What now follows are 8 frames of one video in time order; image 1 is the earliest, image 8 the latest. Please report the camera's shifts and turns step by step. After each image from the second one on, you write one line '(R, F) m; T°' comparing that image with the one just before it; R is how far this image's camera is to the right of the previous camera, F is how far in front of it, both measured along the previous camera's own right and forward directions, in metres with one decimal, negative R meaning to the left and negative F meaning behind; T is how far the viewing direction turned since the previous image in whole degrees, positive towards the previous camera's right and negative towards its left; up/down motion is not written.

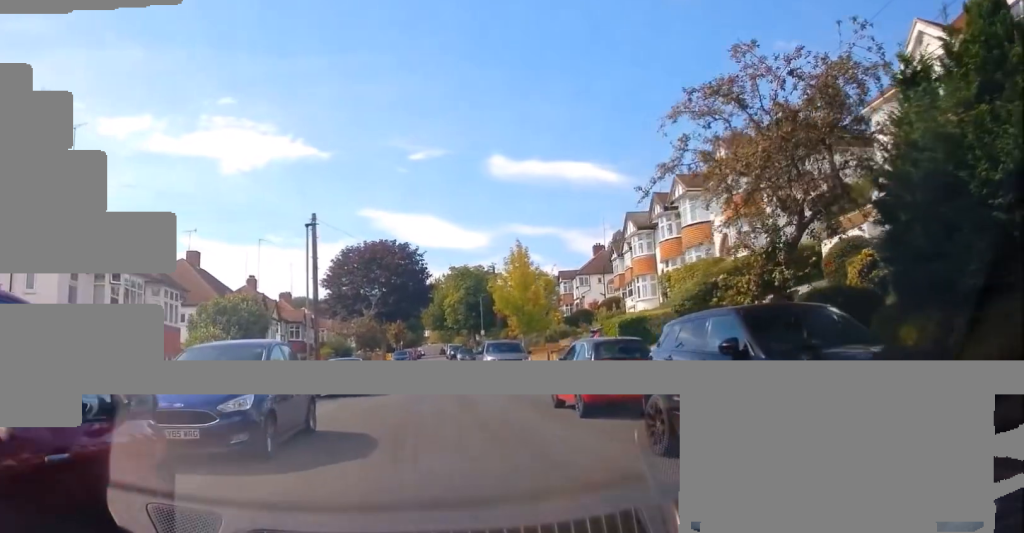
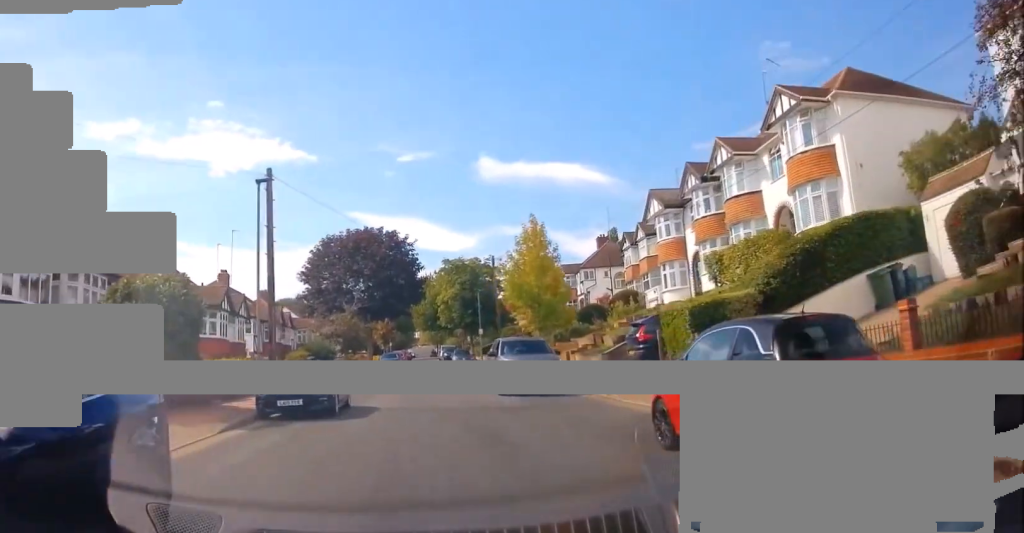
(-0.1, +6.7) m; +5°
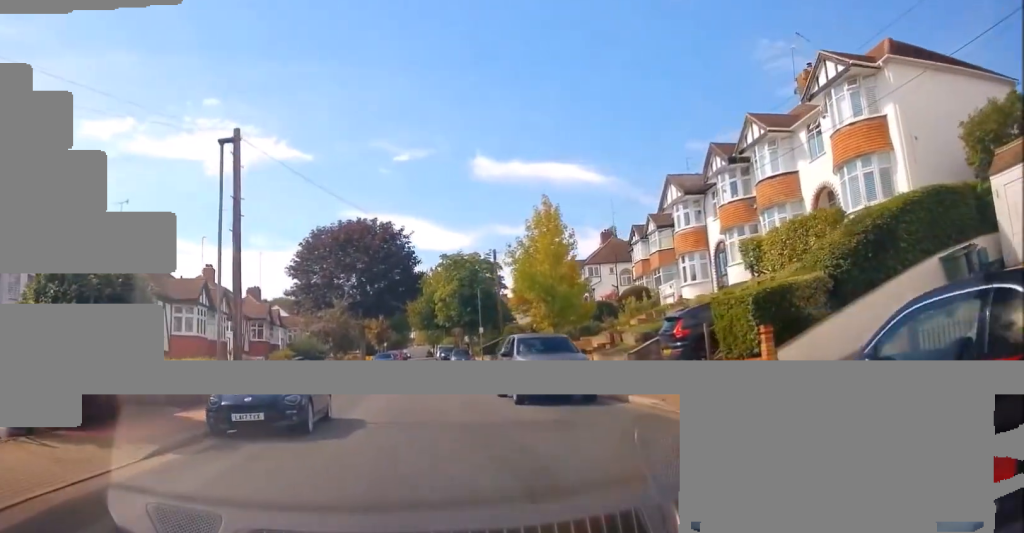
(+0.3, +3.3) m; +1°
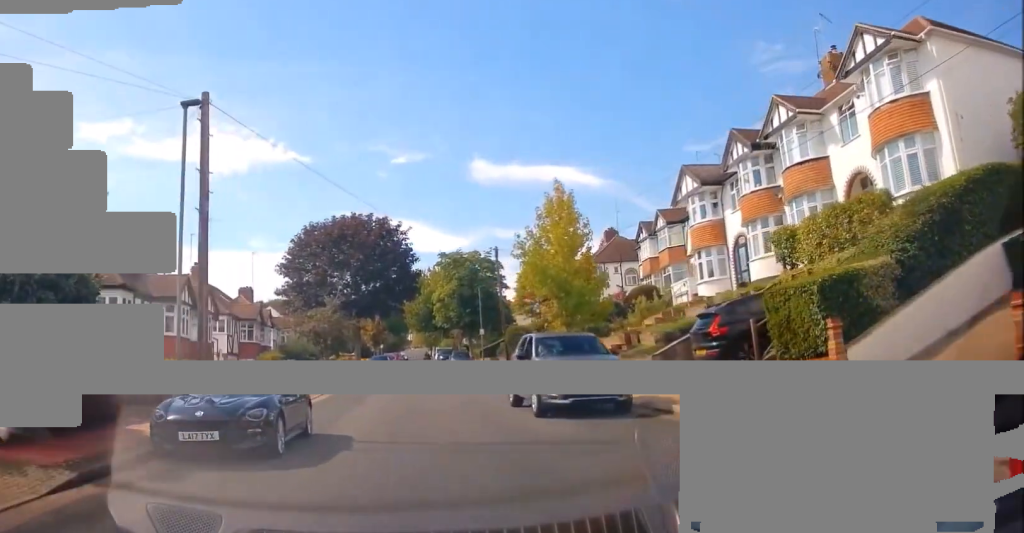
(+0.3, +2.5) m; 0°
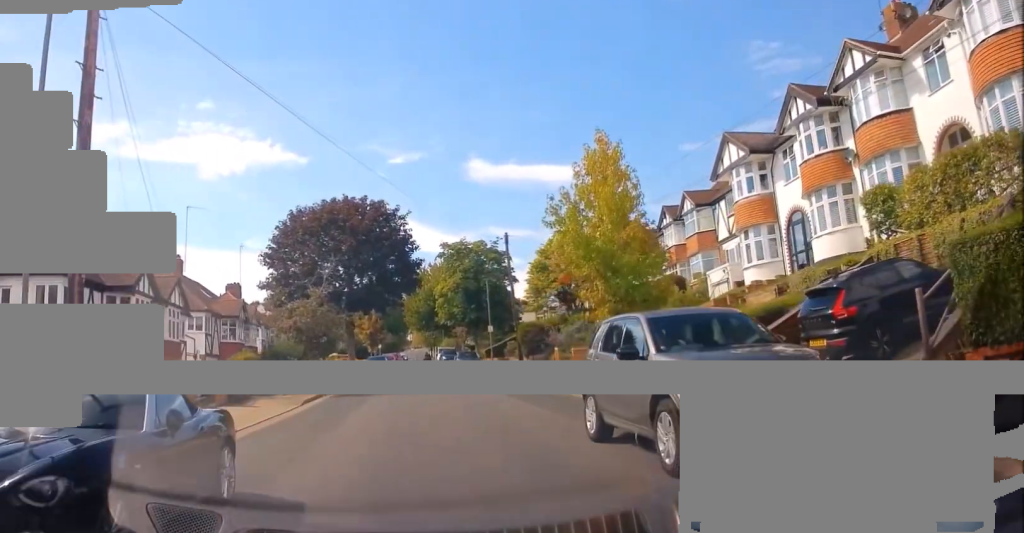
(-0.5, +5.0) m; -1°
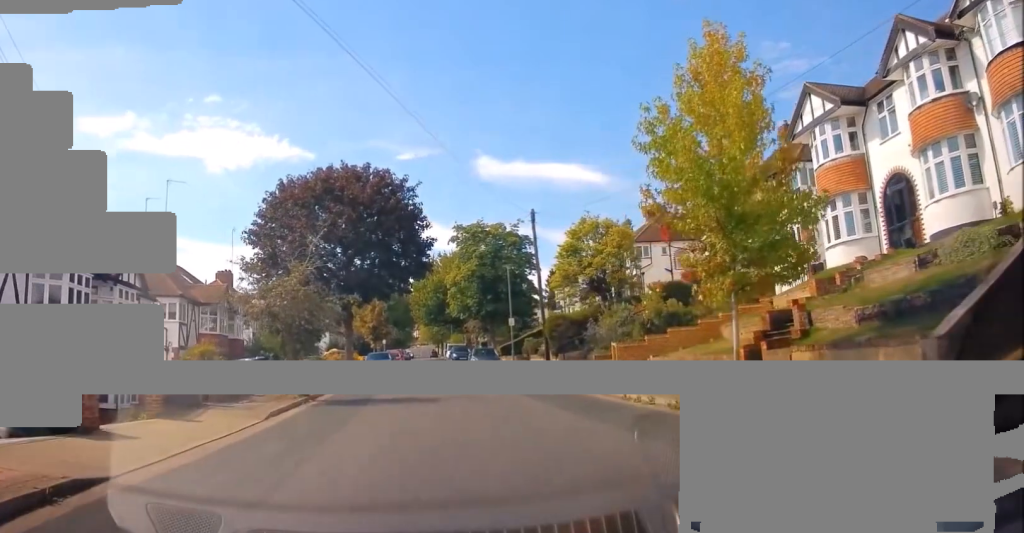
(+0.3, +6.1) m; -6°
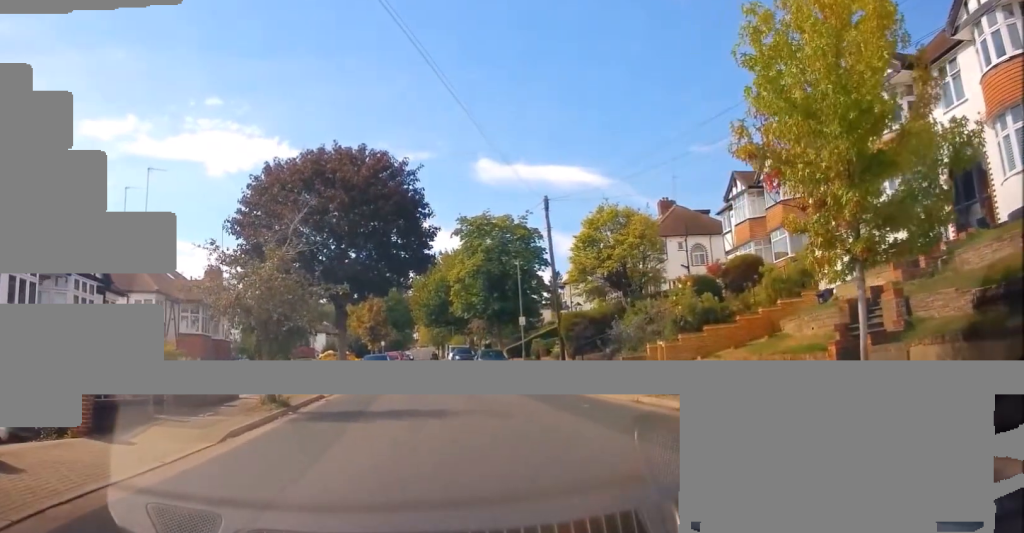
(-0.4, +3.5) m; -4°
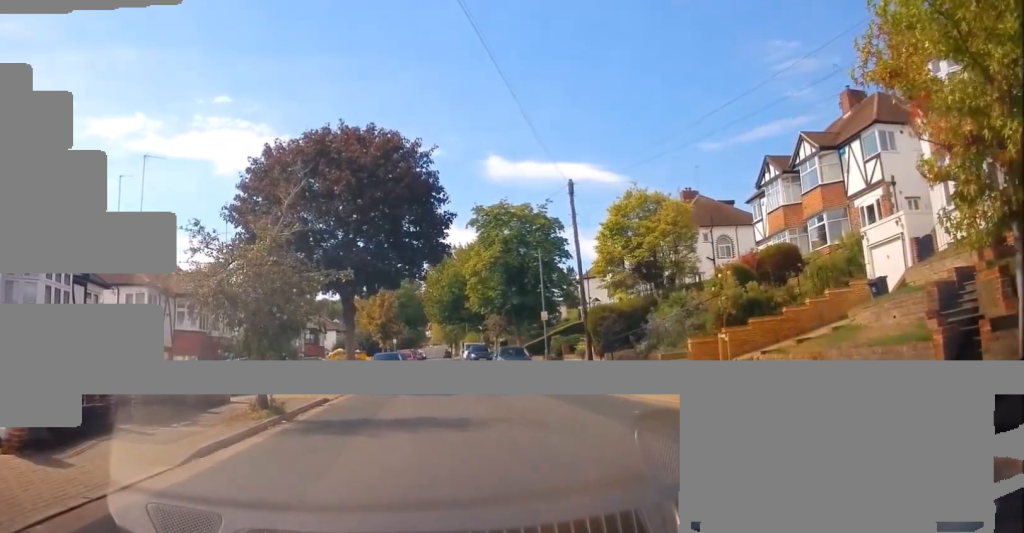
(+0.2, +2.6) m; +2°
